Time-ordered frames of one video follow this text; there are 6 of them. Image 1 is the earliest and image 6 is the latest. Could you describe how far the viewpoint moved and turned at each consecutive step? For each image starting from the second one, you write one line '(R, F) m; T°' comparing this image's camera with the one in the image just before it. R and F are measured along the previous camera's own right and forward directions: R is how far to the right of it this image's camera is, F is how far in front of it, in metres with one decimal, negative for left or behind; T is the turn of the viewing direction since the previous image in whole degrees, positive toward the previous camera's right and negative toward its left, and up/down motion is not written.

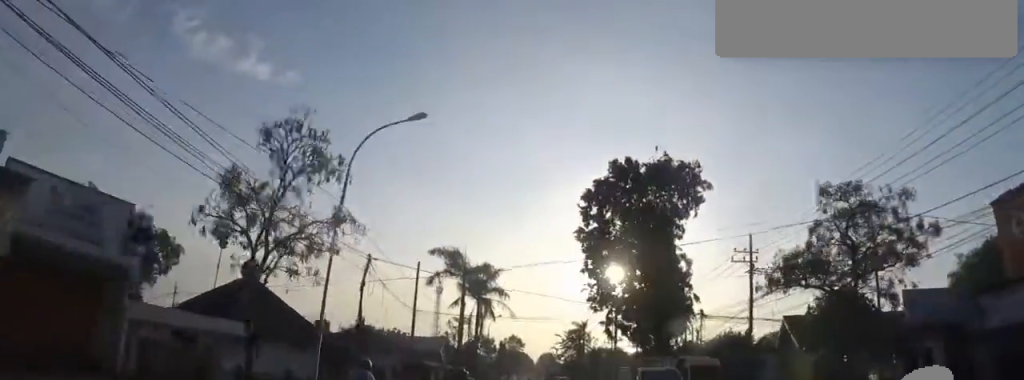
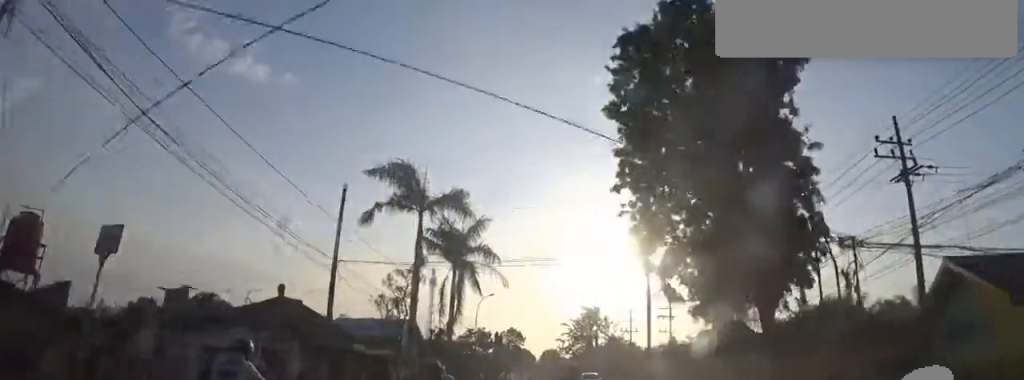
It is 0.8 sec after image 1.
(0.0, +16.1) m; 0°
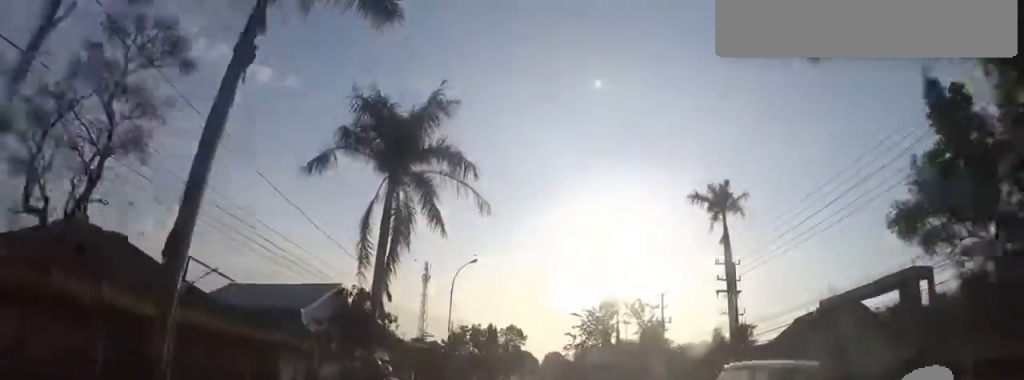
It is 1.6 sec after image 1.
(0.0, +16.4) m; +2°
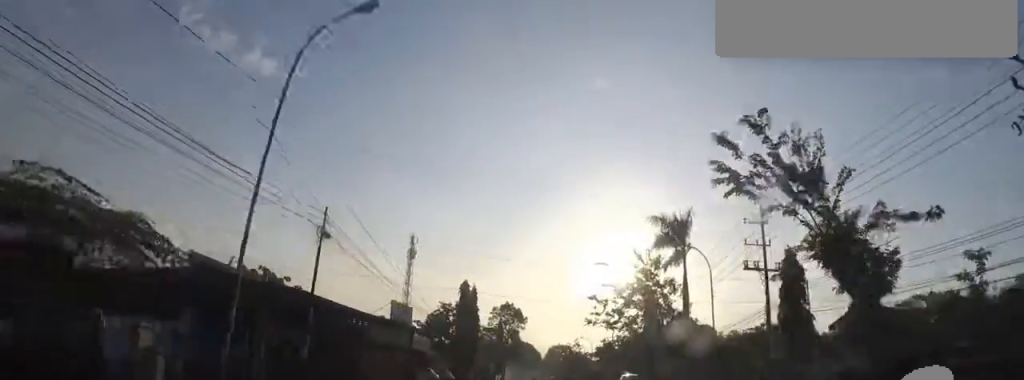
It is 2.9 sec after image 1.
(+1.3, +23.9) m; +2°
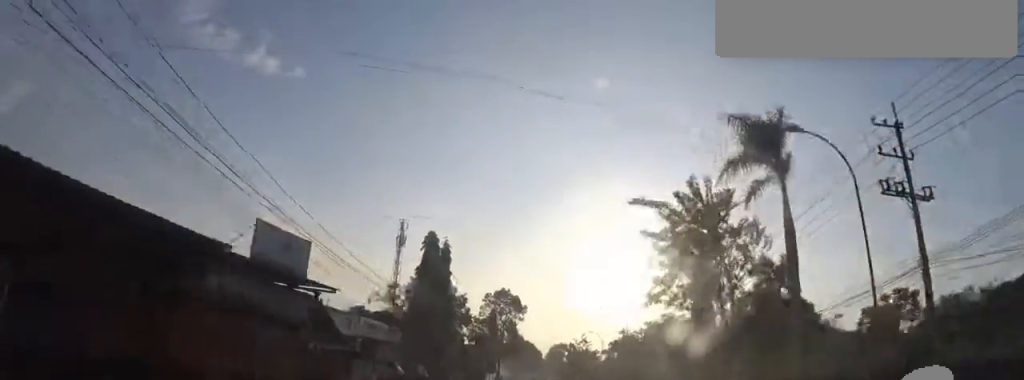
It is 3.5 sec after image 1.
(-0.3, +13.2) m; -2°
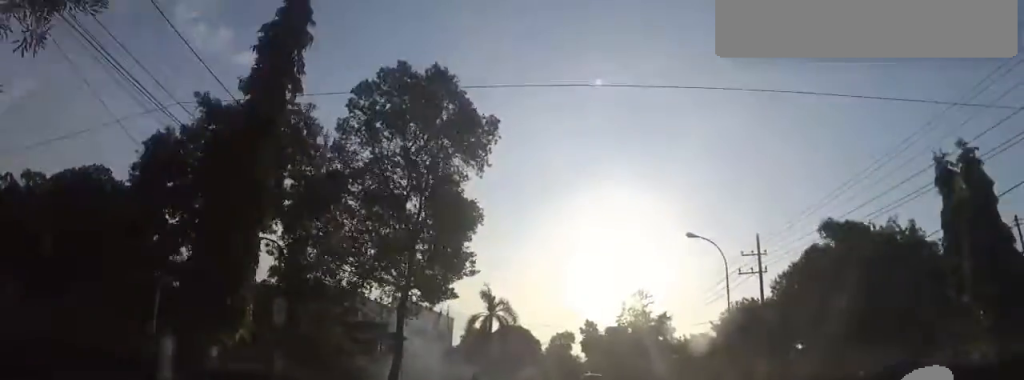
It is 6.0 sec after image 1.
(-2.3, +49.2) m; -3°
